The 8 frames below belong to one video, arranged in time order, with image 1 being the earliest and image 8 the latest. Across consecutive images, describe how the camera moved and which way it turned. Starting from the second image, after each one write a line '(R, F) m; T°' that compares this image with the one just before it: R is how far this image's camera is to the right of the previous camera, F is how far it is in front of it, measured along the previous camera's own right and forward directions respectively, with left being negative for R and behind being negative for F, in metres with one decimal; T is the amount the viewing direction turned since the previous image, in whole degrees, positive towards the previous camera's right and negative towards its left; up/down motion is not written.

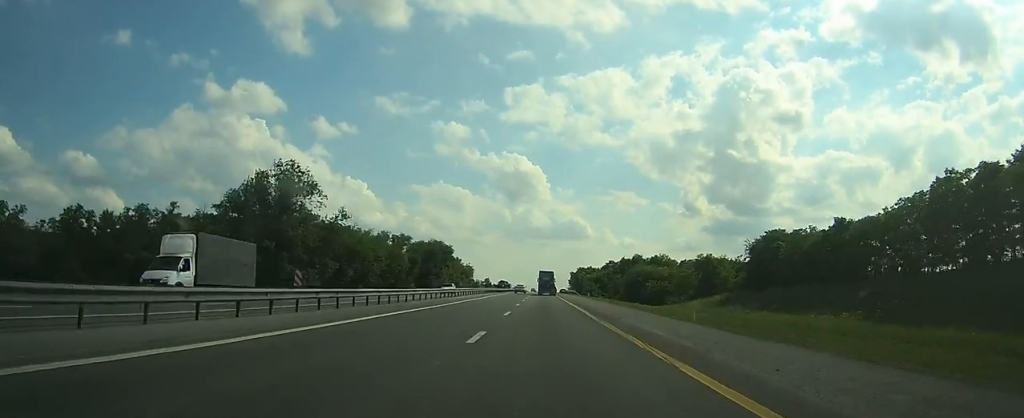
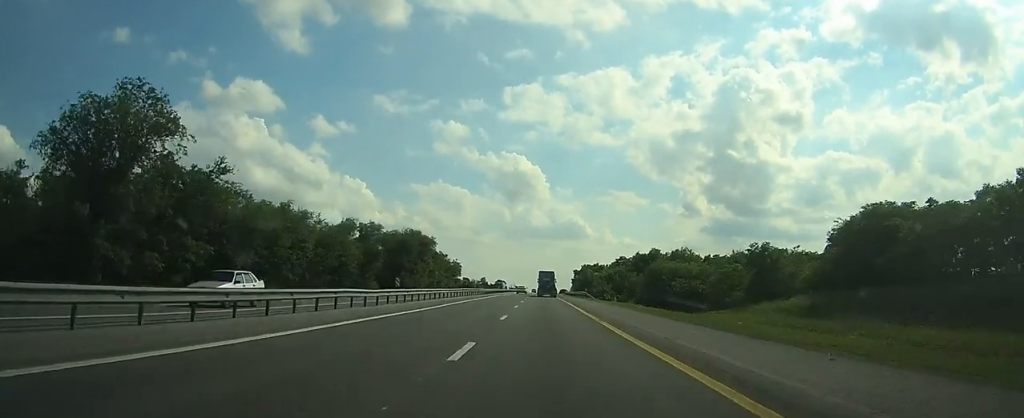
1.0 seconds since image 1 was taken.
(0.0, +26.2) m; 0°
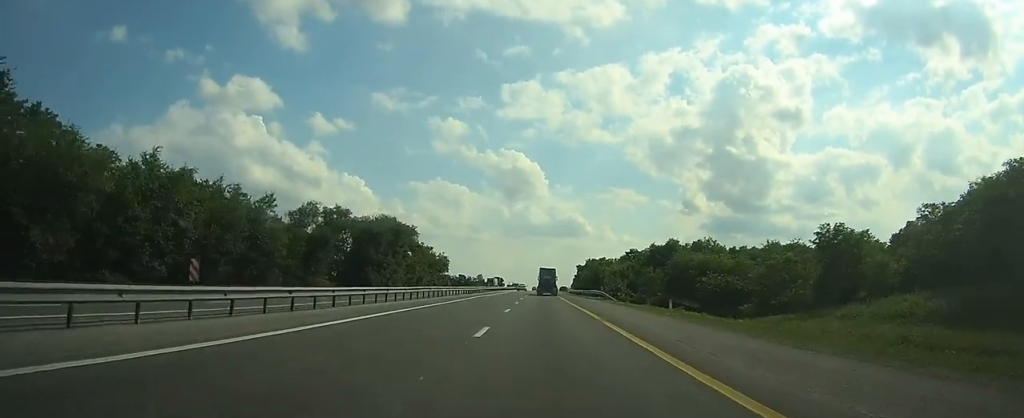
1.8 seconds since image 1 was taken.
(0.0, +20.1) m; 0°
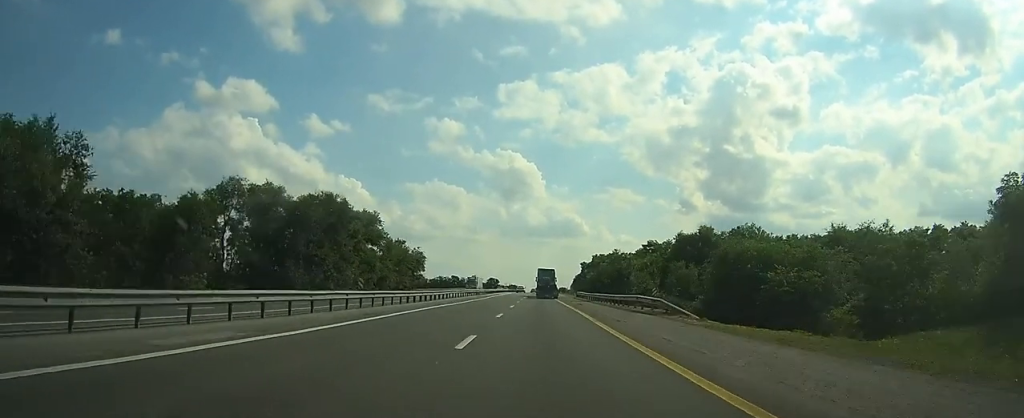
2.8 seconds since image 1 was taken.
(+0.1, +26.0) m; 0°
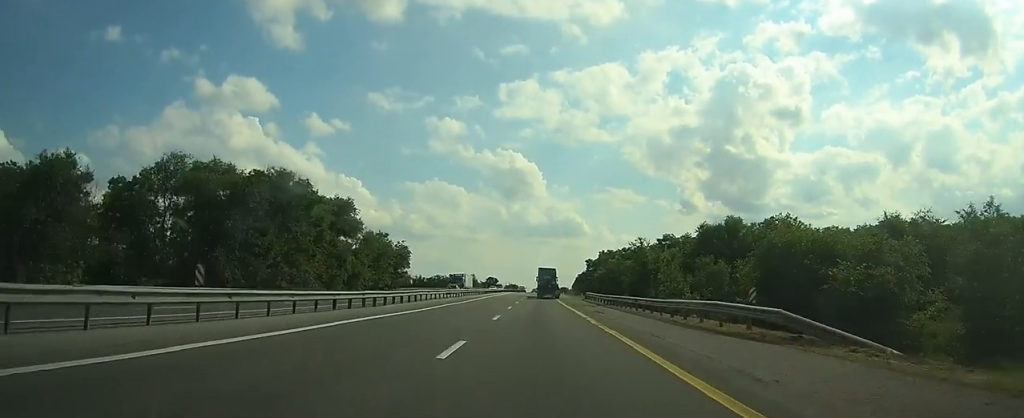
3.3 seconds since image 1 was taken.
(0.0, +13.8) m; 0°
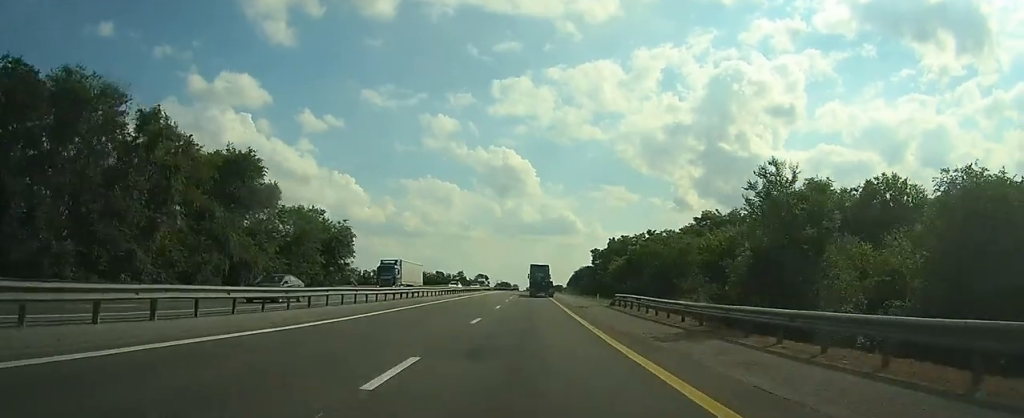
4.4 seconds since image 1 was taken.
(0.0, +28.2) m; 0°
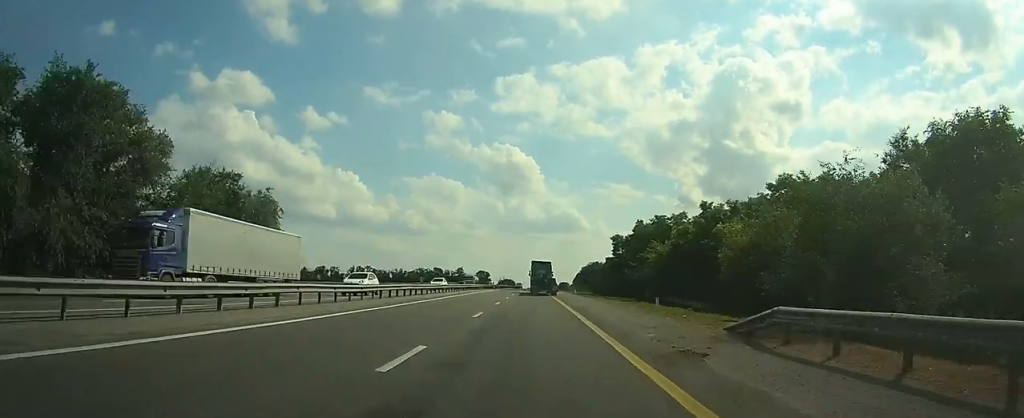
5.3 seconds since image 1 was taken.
(0.0, +23.6) m; 0°
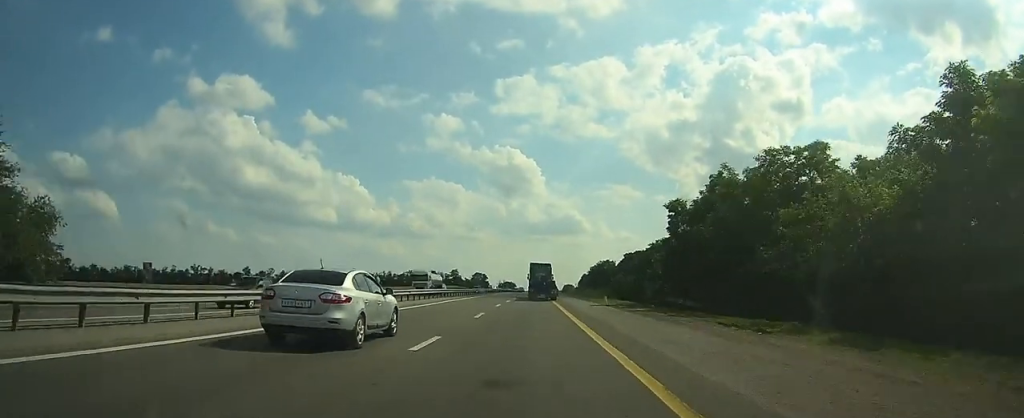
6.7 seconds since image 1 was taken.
(0.0, +33.9) m; 0°
